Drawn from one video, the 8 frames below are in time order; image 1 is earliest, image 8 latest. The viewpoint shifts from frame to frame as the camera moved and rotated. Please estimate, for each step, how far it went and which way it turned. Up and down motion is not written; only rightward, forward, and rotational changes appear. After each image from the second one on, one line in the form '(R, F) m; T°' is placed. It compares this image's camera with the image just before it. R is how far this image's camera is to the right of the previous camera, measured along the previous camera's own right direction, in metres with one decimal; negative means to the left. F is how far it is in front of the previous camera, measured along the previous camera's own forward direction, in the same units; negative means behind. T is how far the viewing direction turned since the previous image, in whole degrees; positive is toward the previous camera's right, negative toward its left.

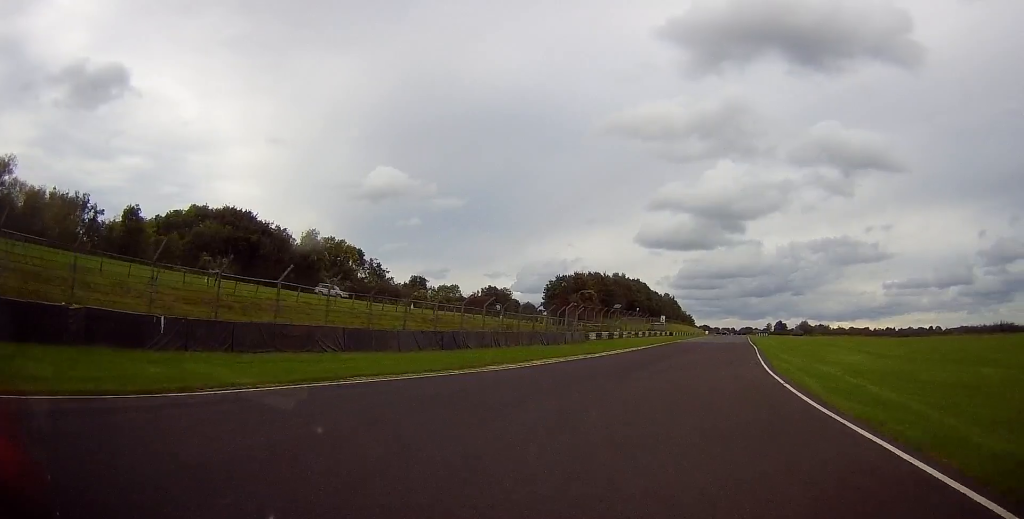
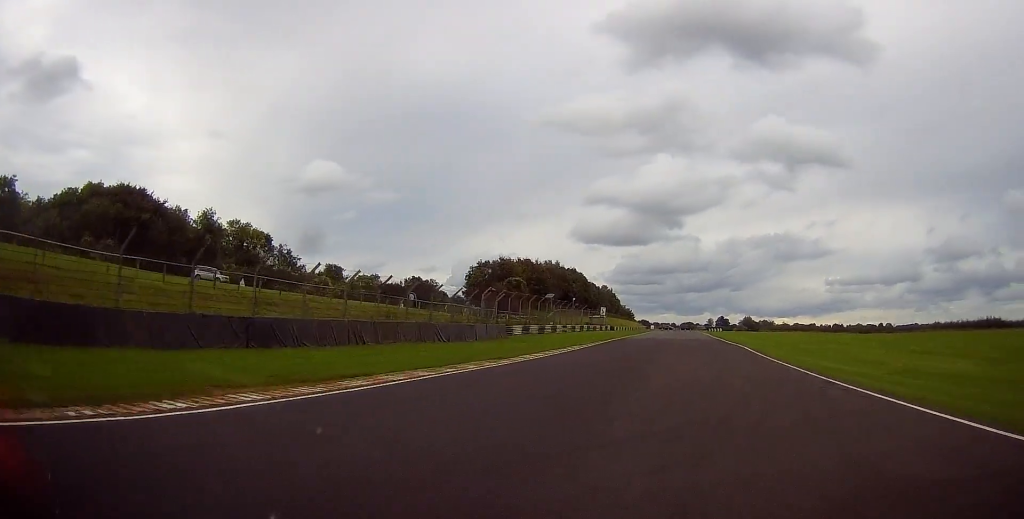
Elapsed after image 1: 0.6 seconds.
(+1.1, +16.2) m; +6°
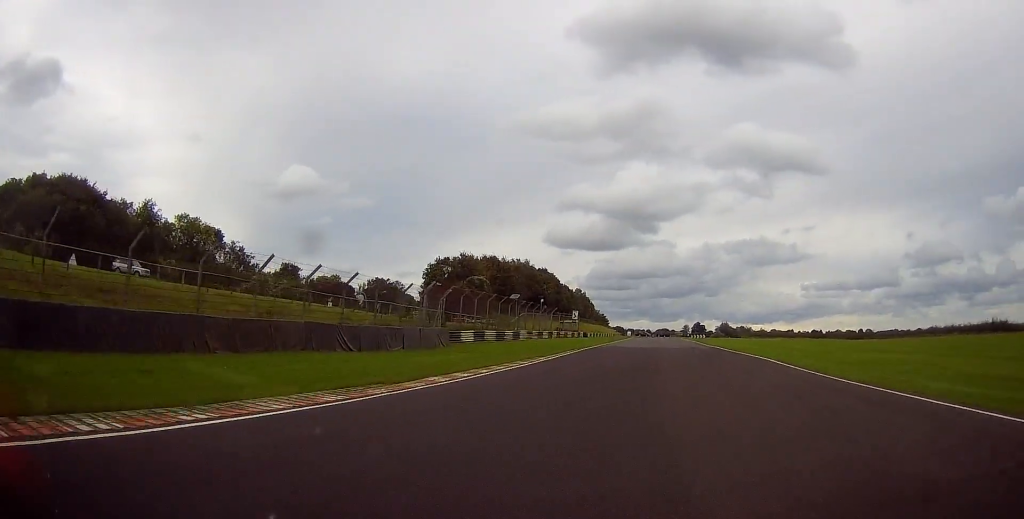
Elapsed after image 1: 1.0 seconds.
(+0.4, +11.2) m; +4°
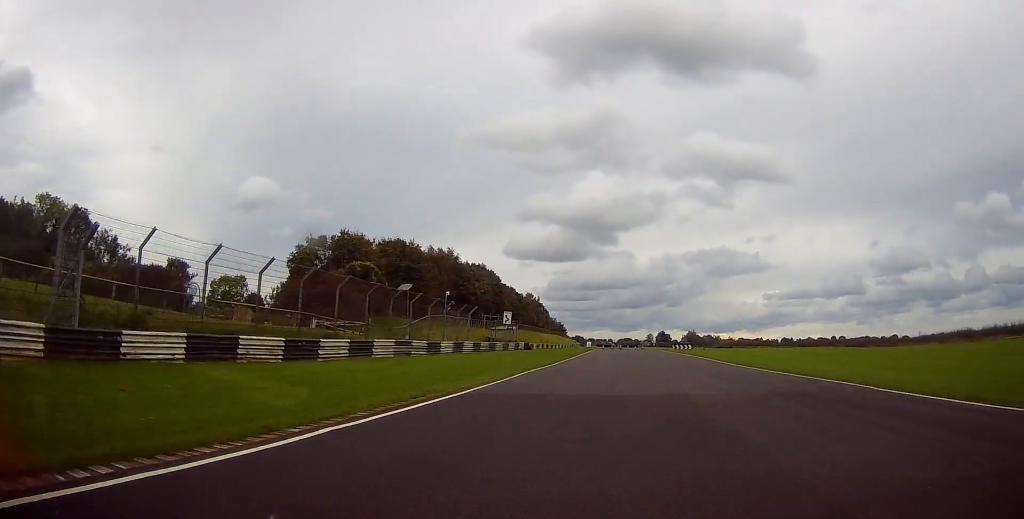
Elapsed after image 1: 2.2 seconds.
(+2.3, +32.0) m; +5°
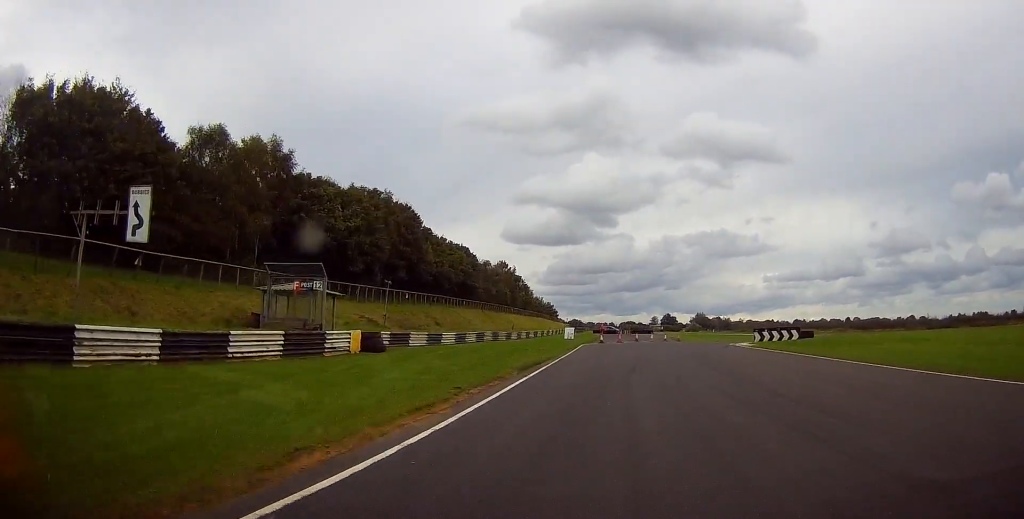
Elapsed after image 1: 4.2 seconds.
(+0.6, +54.5) m; +2°
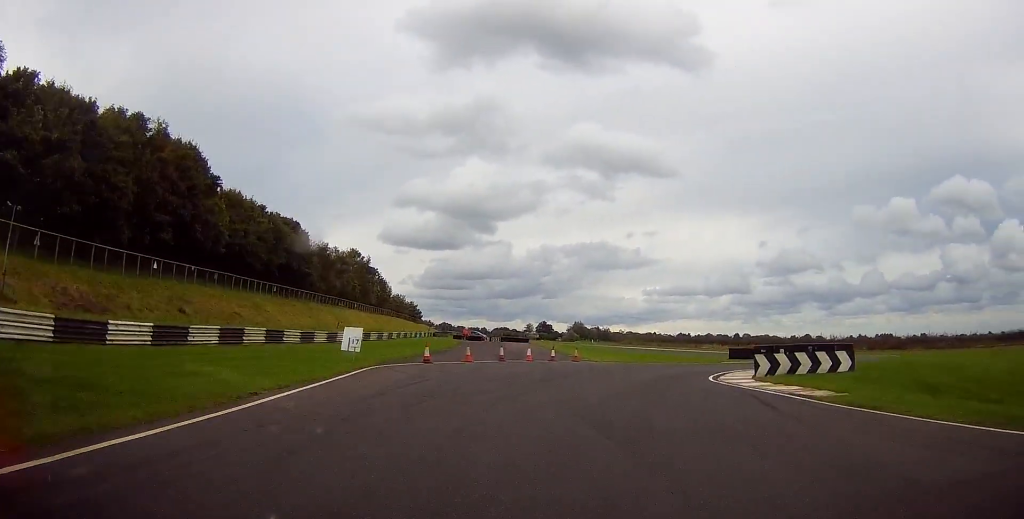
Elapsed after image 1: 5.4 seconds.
(+0.4, +25.2) m; +9°
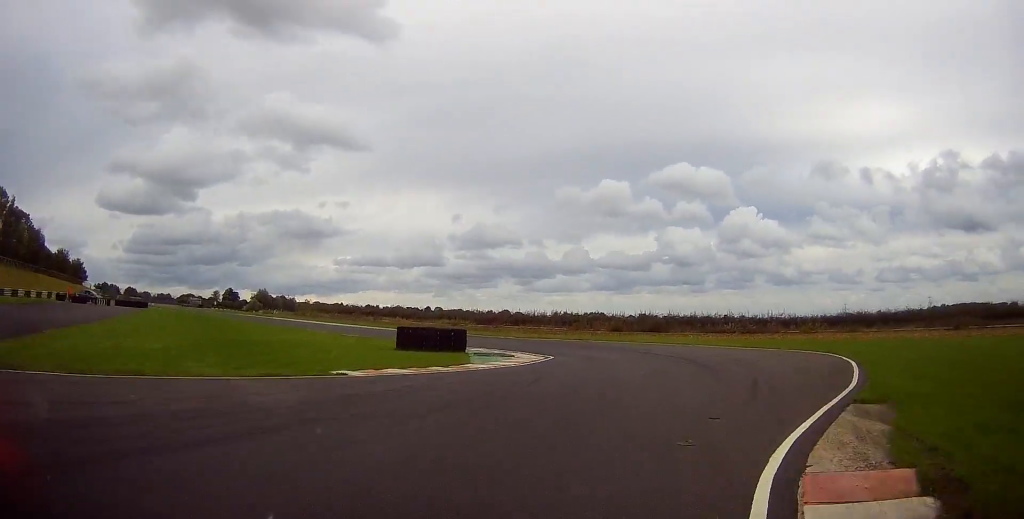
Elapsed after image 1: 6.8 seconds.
(+6.5, +27.6) m; +20°
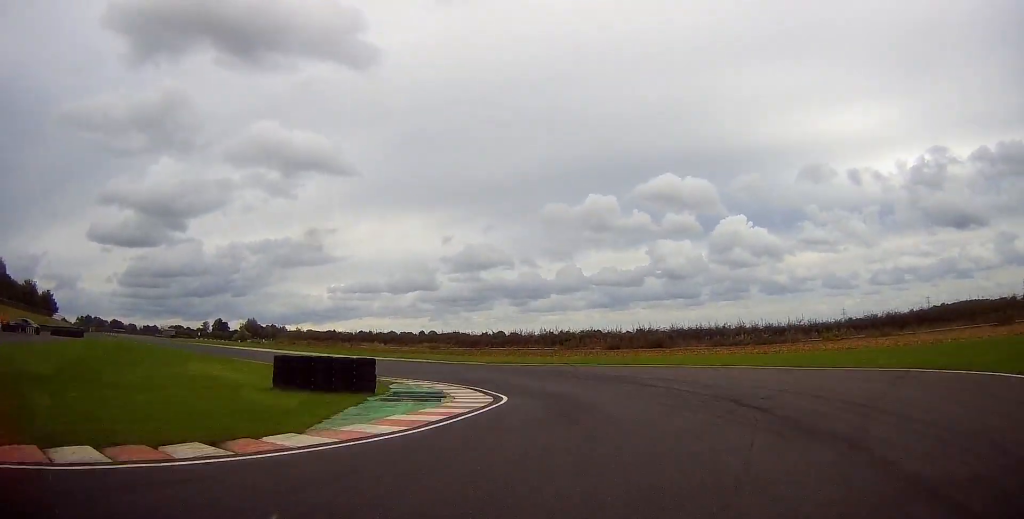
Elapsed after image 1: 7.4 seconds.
(+0.7, +10.6) m; +2°
